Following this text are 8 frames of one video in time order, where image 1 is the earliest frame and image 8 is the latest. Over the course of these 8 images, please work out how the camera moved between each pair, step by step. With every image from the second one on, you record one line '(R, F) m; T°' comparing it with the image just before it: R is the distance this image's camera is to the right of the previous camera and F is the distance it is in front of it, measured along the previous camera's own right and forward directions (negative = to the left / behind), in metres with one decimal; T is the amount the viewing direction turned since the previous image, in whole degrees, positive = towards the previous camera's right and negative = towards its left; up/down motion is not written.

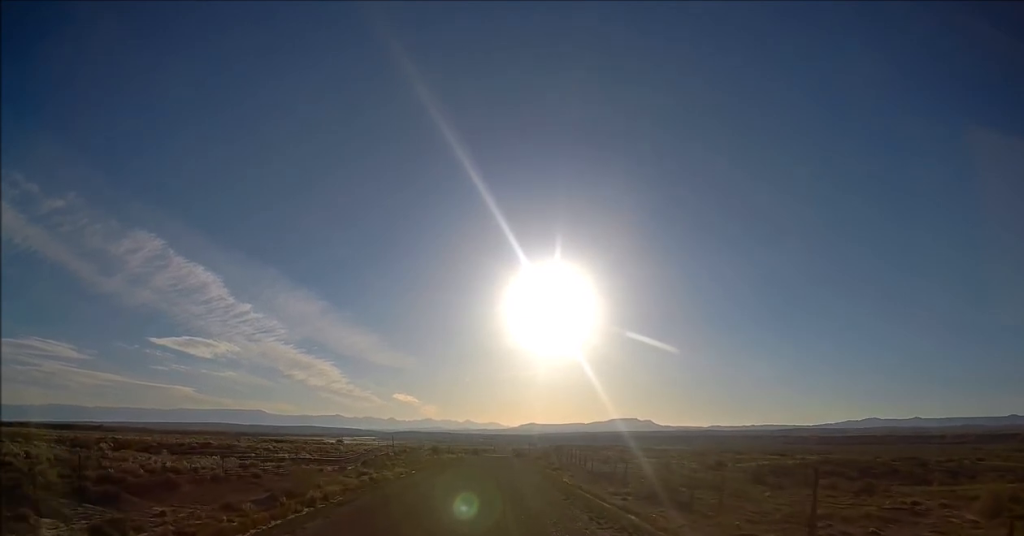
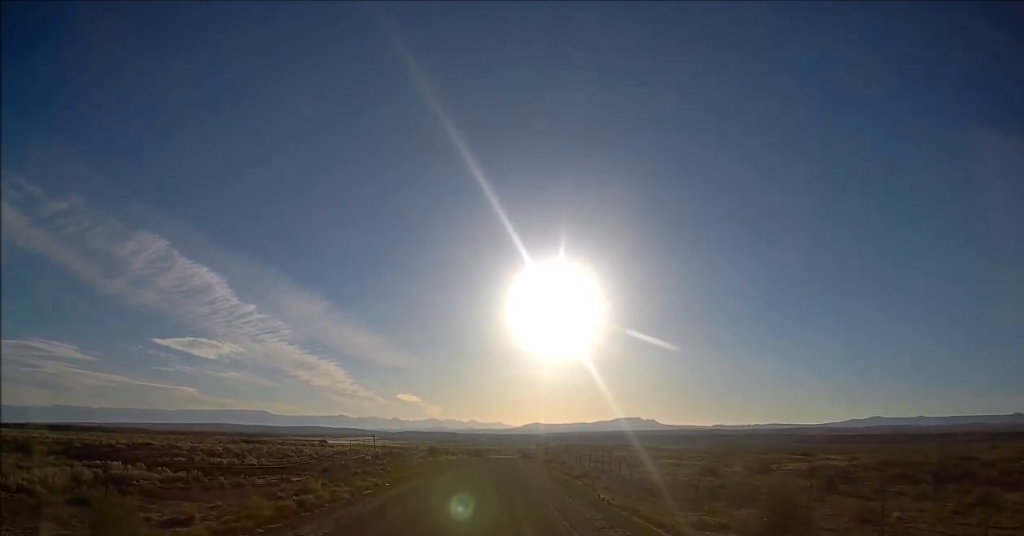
(+0.1, +14.3) m; +1°
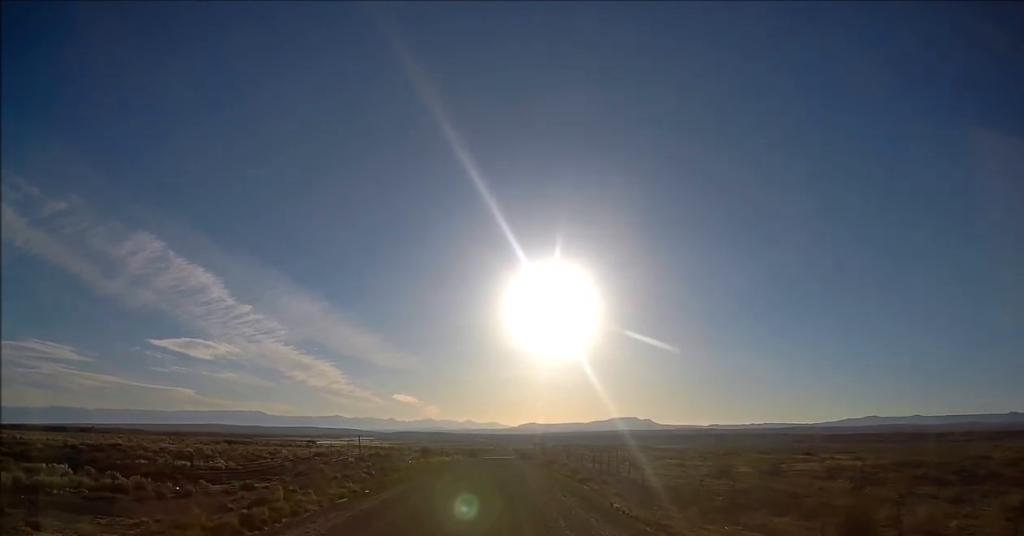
(+0.1, +4.5) m; 0°
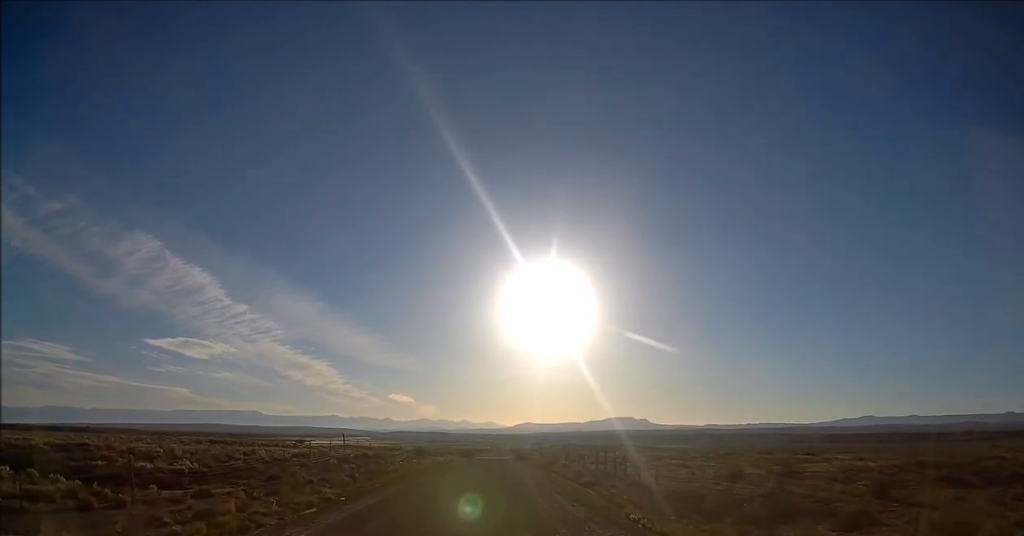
(0.0, +4.0) m; 0°
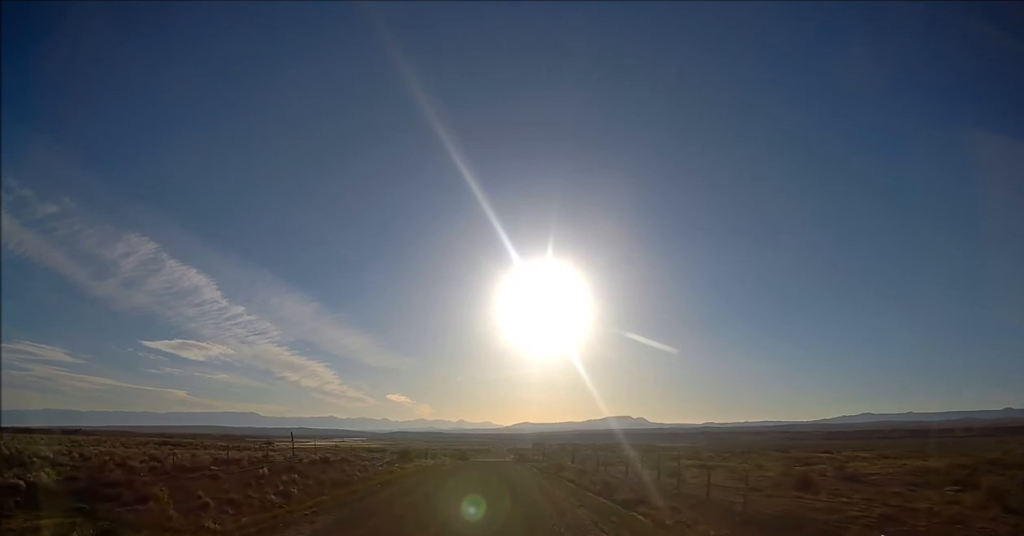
(-0.1, +12.0) m; 0°
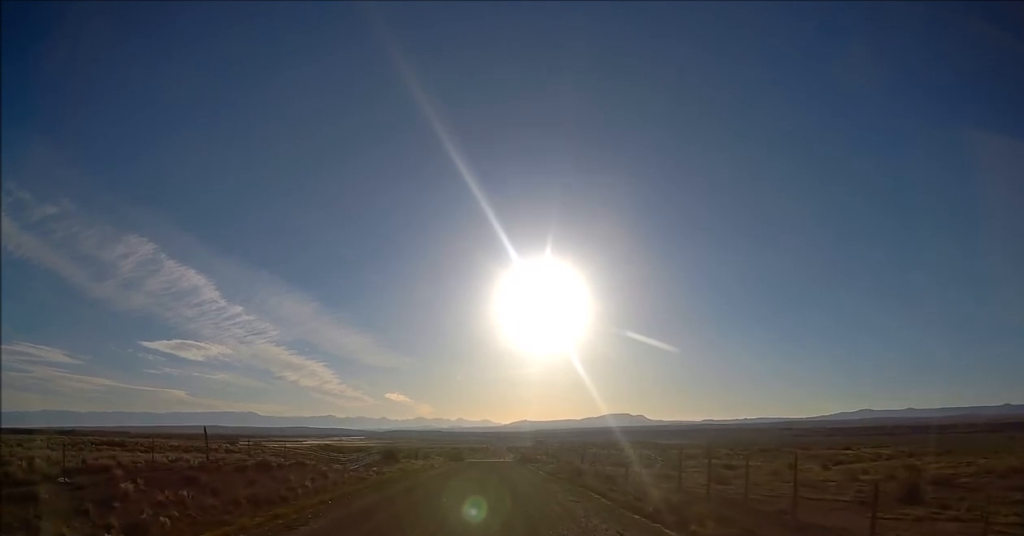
(+0.1, +11.8) m; 0°
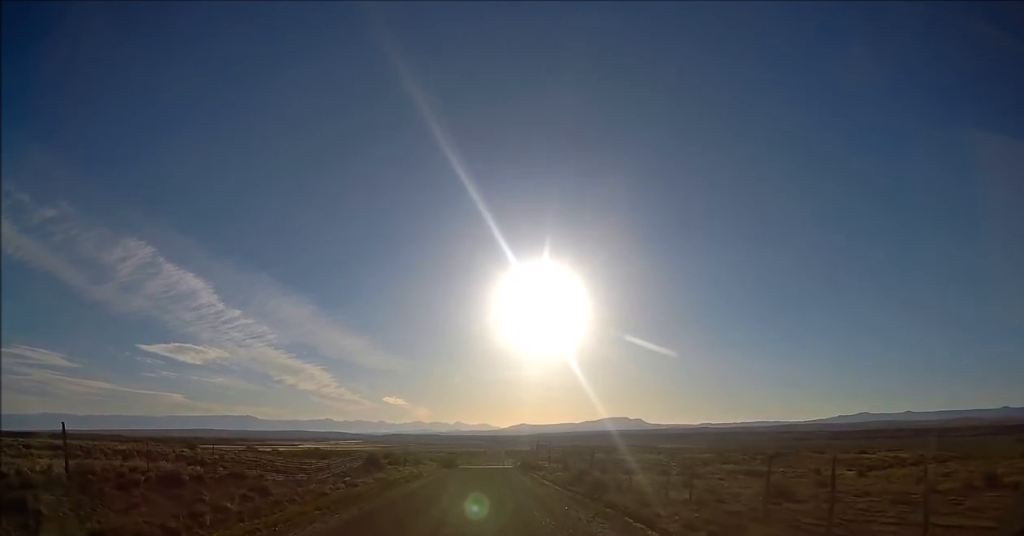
(0.0, +9.4) m; 0°
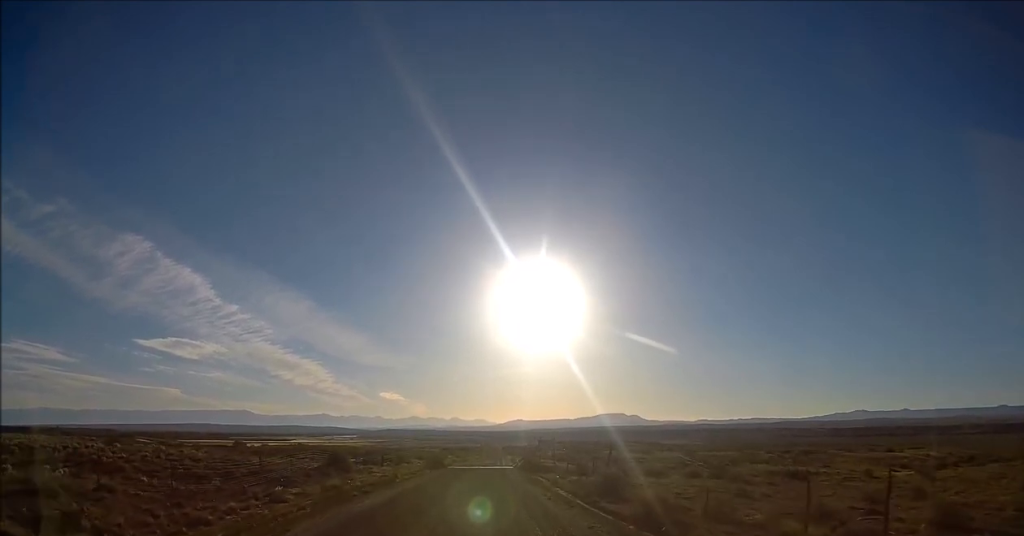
(-0.1, +12.9) m; -1°
